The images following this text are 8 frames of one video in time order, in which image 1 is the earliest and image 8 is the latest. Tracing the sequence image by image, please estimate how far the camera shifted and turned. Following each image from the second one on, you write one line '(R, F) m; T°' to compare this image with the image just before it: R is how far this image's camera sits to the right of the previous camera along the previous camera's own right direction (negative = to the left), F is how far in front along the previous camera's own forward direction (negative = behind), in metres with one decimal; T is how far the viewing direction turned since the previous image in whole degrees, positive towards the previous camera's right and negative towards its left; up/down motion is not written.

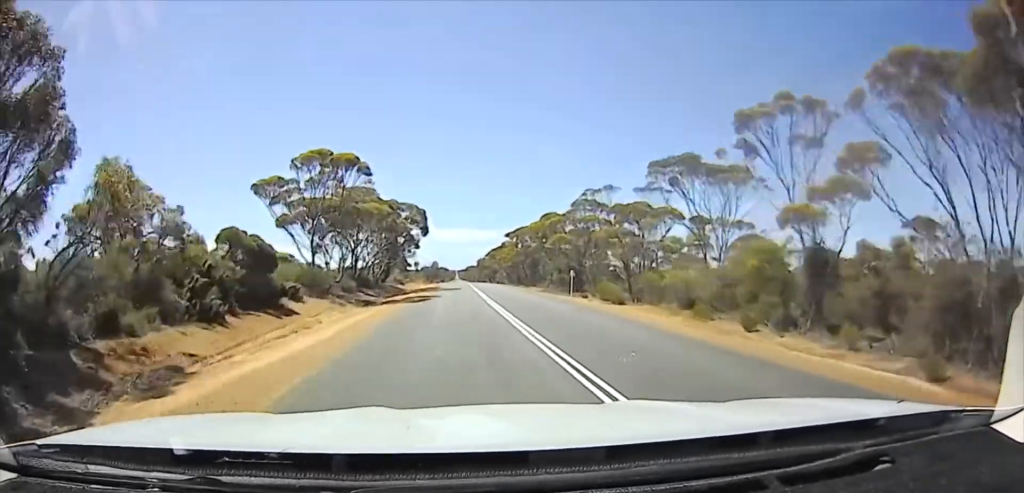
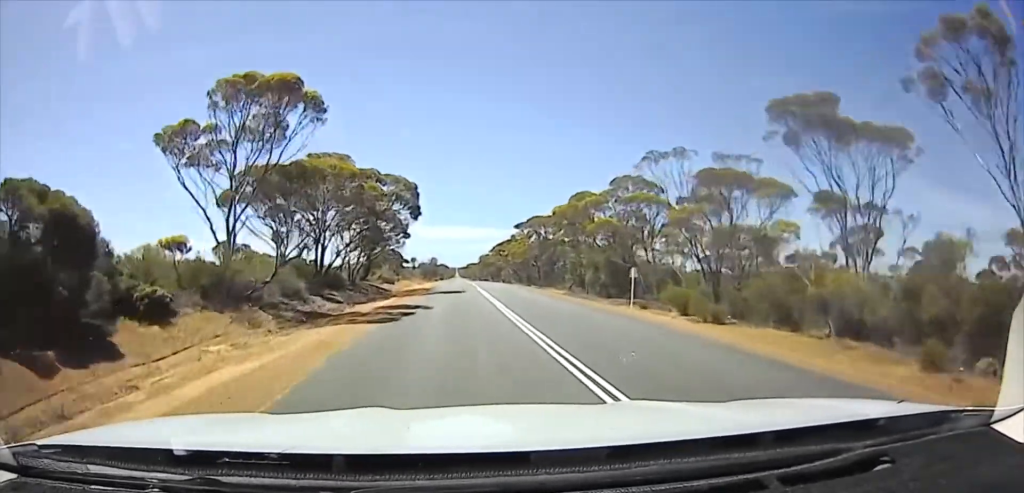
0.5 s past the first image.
(0.0, +13.2) m; 0°
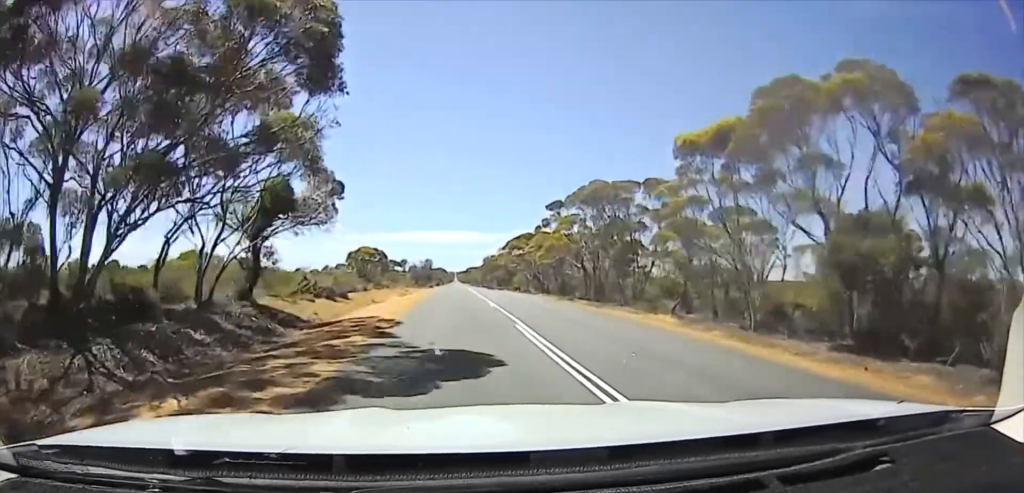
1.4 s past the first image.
(0.0, +22.8) m; 0°
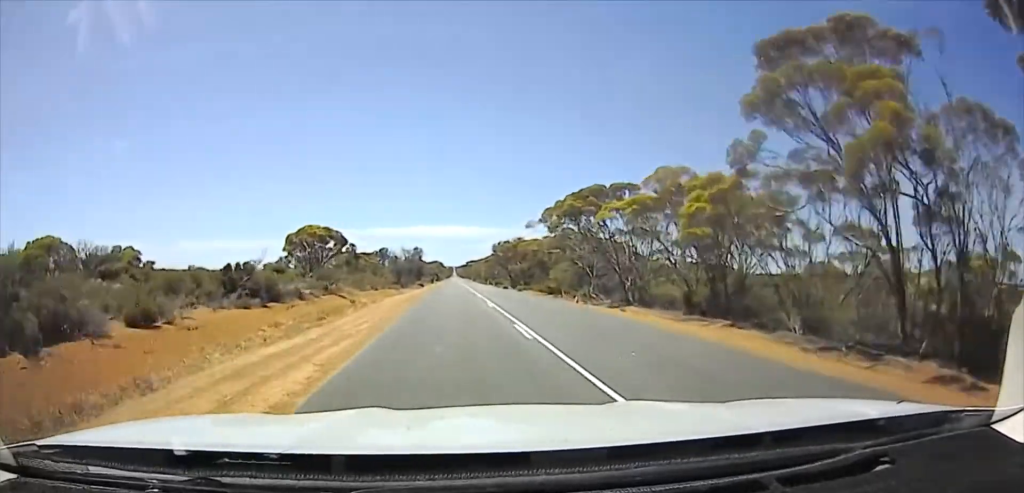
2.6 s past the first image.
(0.0, +26.1) m; 0°
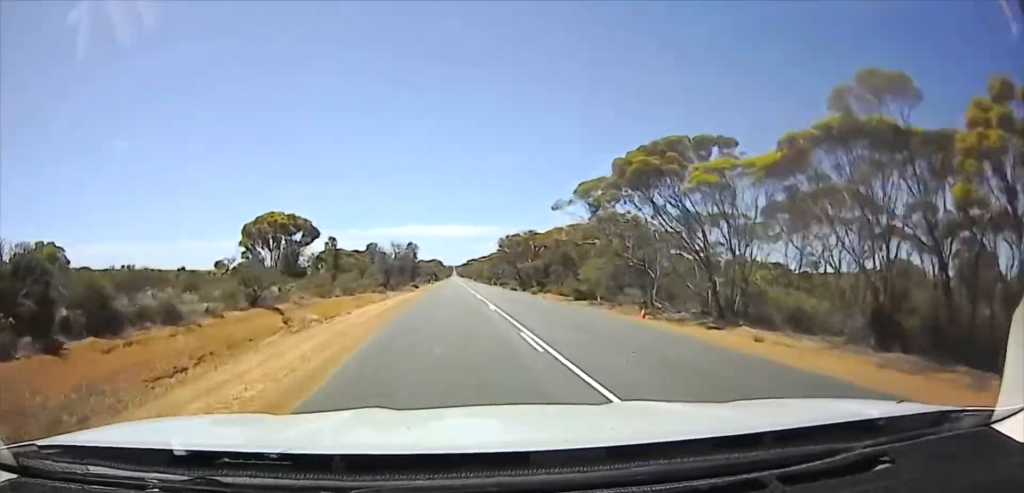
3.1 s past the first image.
(0.0, +9.4) m; 0°
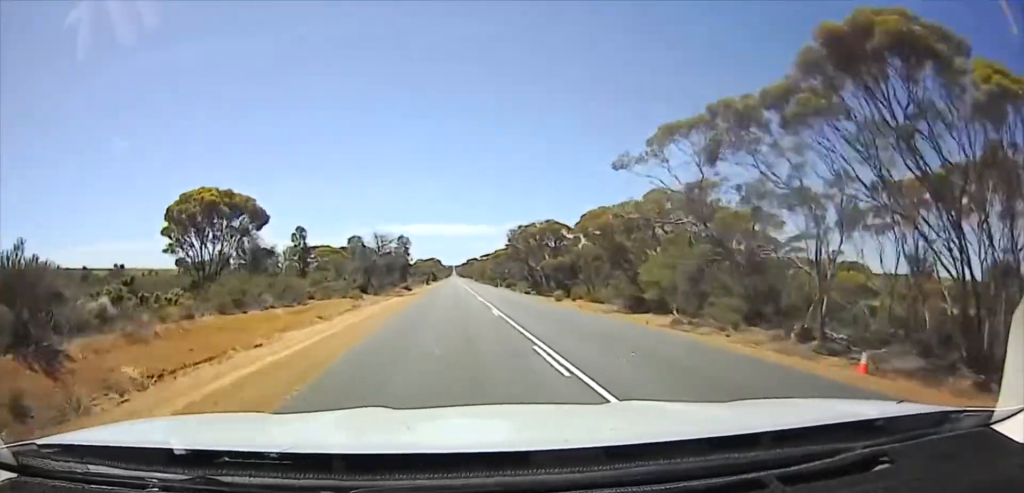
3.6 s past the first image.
(0.0, +10.1) m; 0°
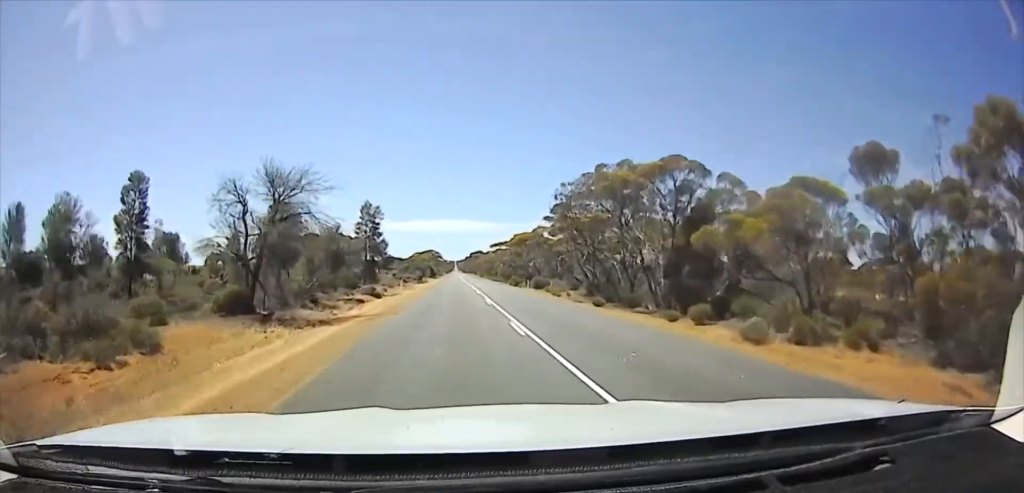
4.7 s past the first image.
(0.0, +23.6) m; 0°
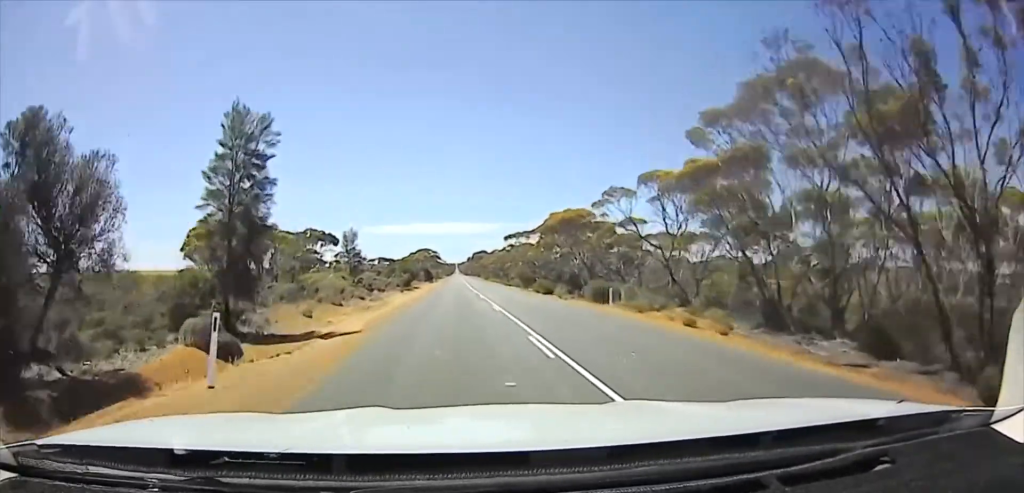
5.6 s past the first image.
(0.0, +25.0) m; 0°
